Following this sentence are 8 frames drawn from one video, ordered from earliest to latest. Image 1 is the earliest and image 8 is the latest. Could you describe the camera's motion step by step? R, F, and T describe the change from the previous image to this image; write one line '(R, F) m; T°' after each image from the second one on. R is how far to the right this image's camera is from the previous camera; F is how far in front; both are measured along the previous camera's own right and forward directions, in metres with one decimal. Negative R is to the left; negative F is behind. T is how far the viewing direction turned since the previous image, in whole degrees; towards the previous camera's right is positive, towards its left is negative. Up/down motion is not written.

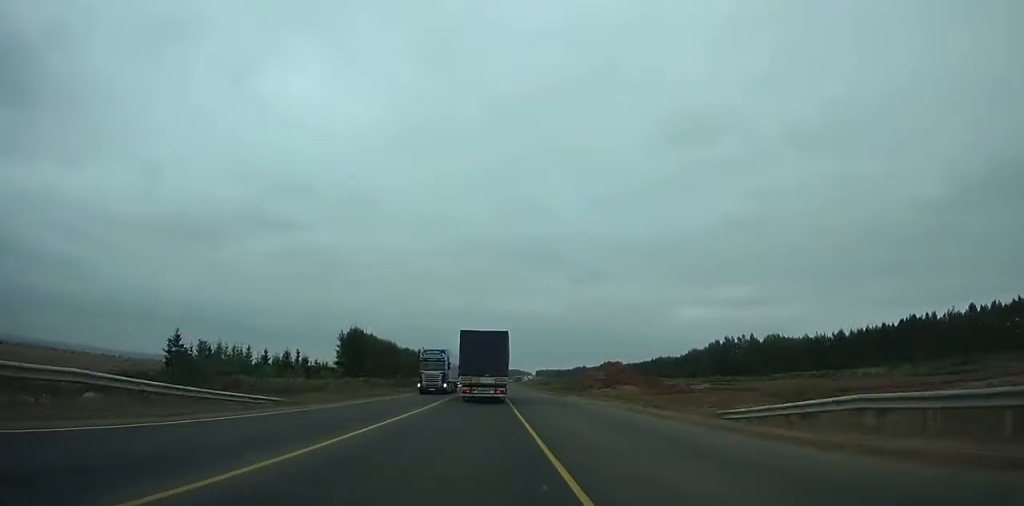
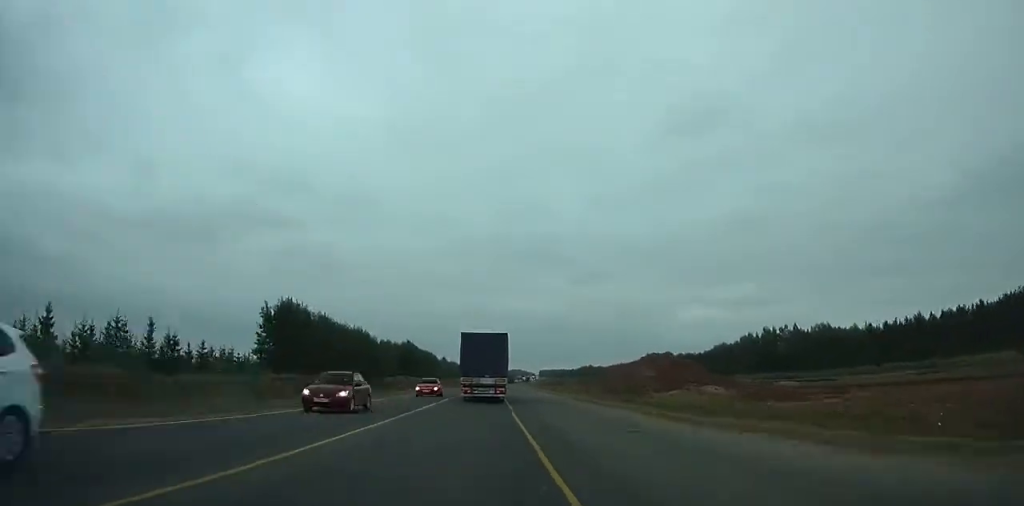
(+0.2, +44.2) m; 0°
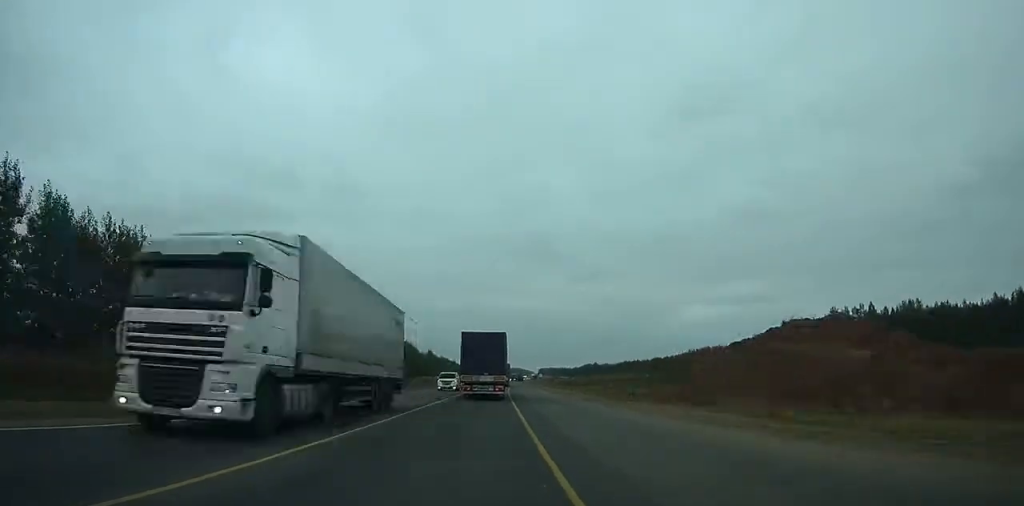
(-0.3, +59.1) m; 0°
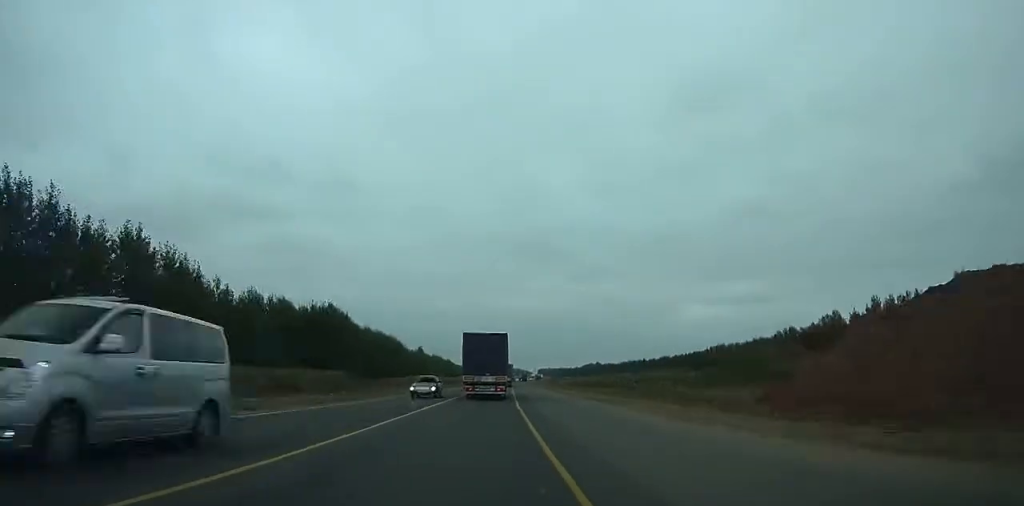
(0.0, +26.7) m; 0°
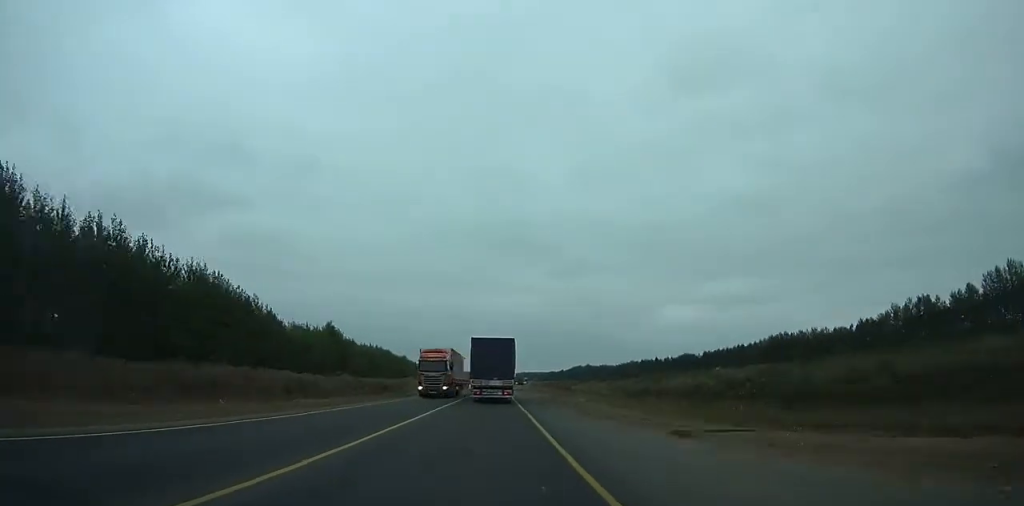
(+1.0, +99.0) m; +1°
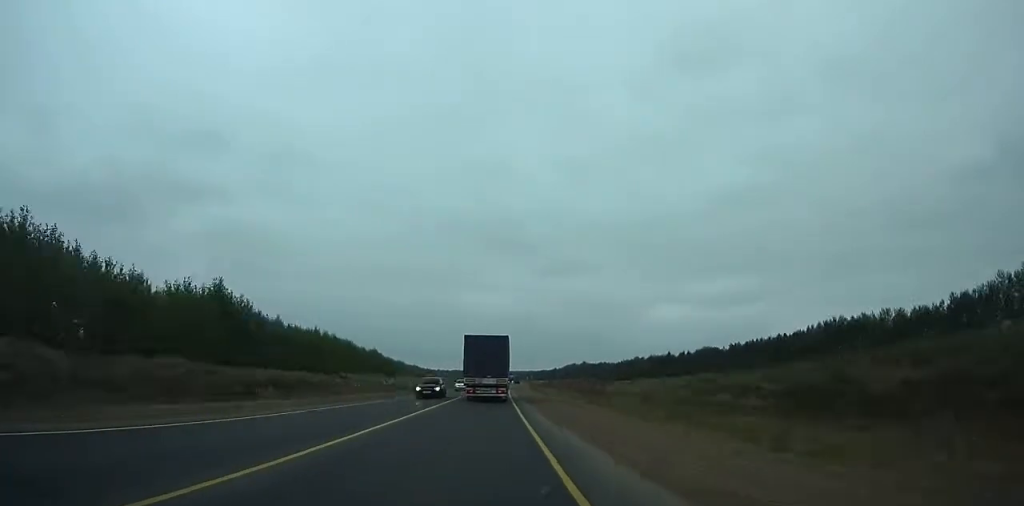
(+0.7, +47.7) m; 0°
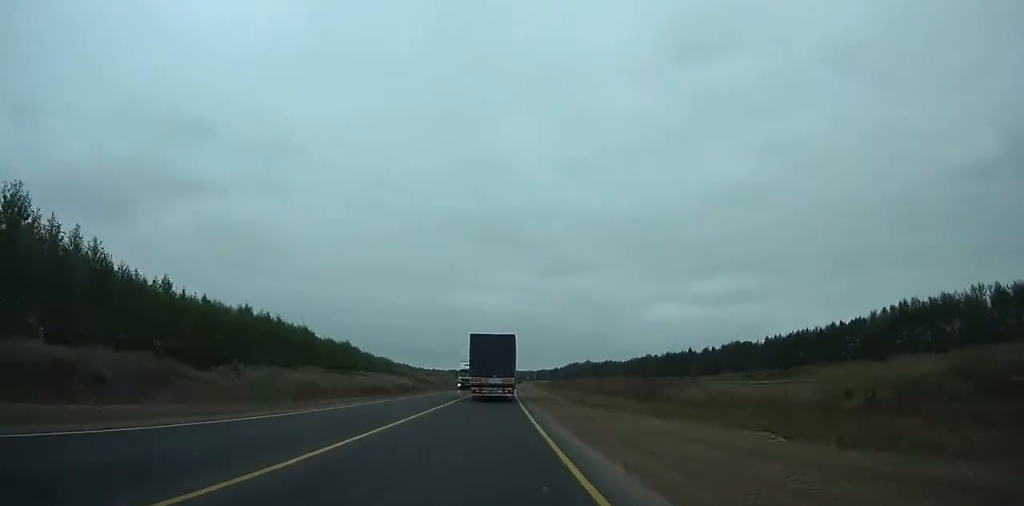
(-0.4, +40.1) m; +1°
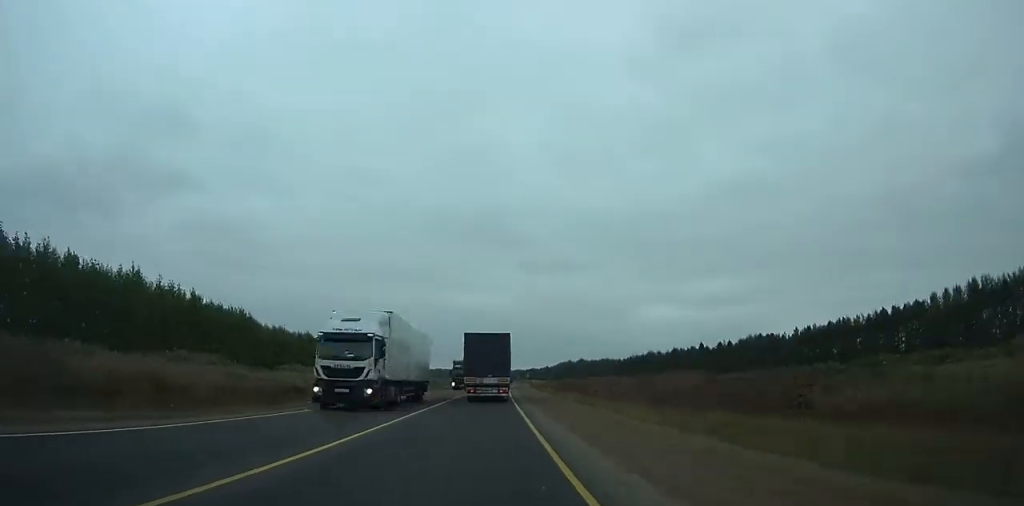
(-0.9, +31.9) m; +1°
